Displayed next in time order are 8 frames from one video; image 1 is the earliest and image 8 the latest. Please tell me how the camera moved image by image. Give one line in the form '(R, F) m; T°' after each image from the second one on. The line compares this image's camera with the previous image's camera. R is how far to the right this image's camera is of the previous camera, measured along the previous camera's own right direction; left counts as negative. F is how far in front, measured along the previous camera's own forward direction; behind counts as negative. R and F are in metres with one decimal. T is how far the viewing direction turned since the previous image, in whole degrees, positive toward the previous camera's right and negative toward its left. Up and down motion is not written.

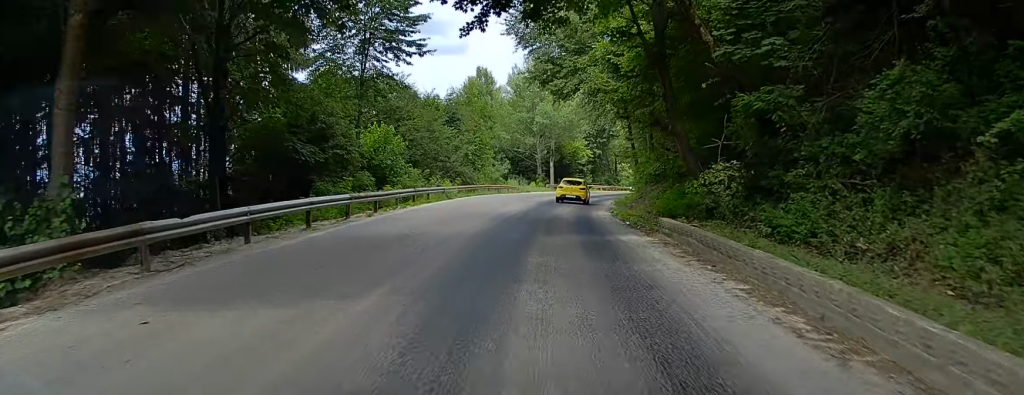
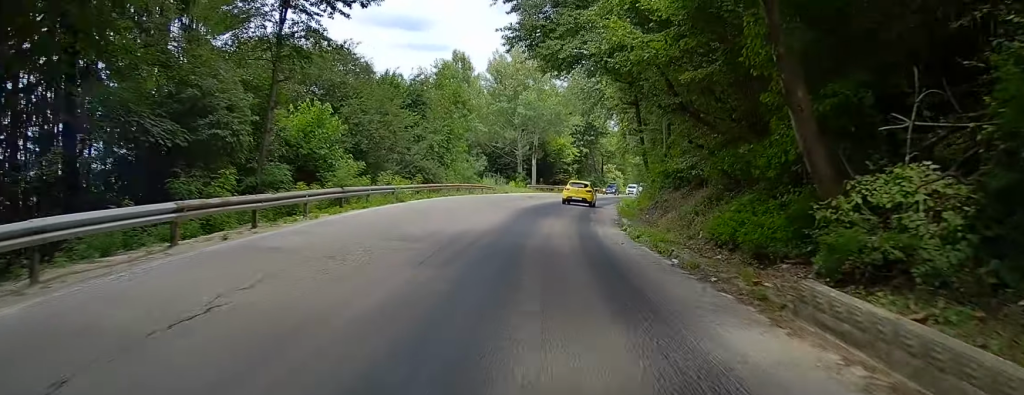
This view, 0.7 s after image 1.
(0.0, +9.8) m; -1°
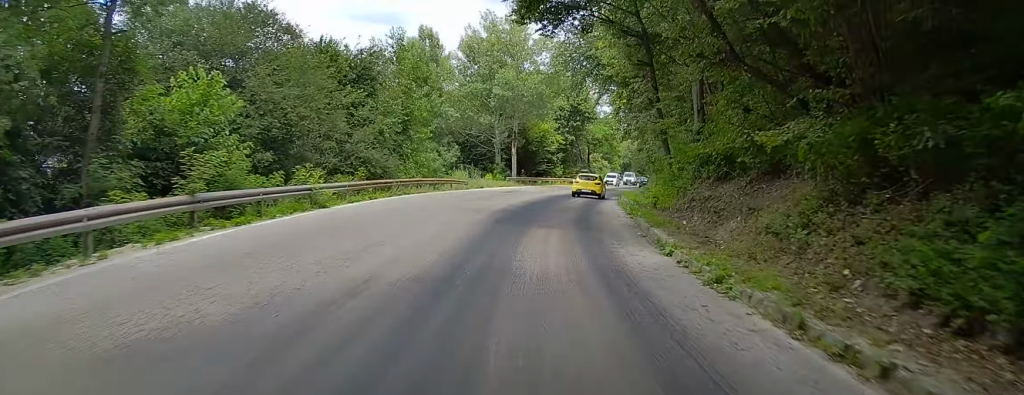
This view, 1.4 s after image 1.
(-0.3, +9.3) m; +1°
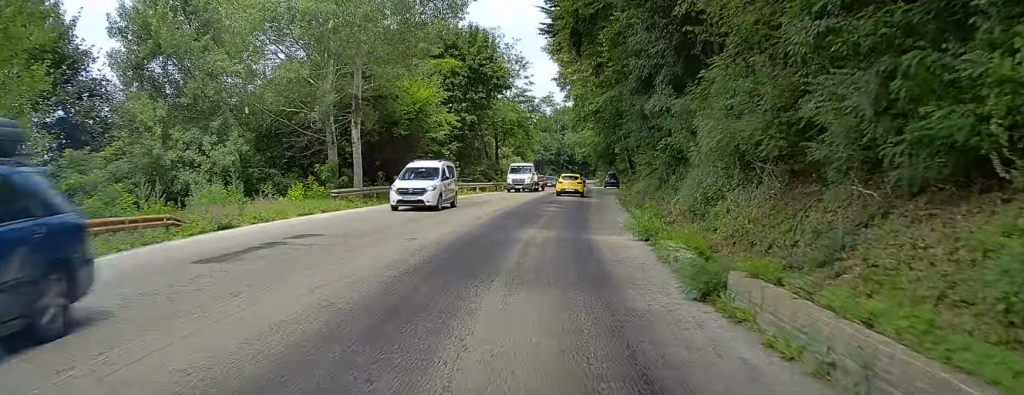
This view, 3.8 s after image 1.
(+5.1, +27.7) m; +24°
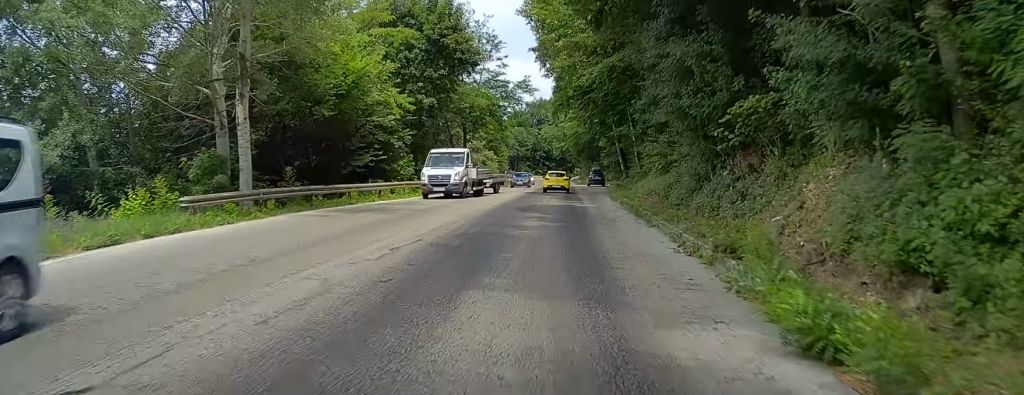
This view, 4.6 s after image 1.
(+1.1, +9.0) m; +1°
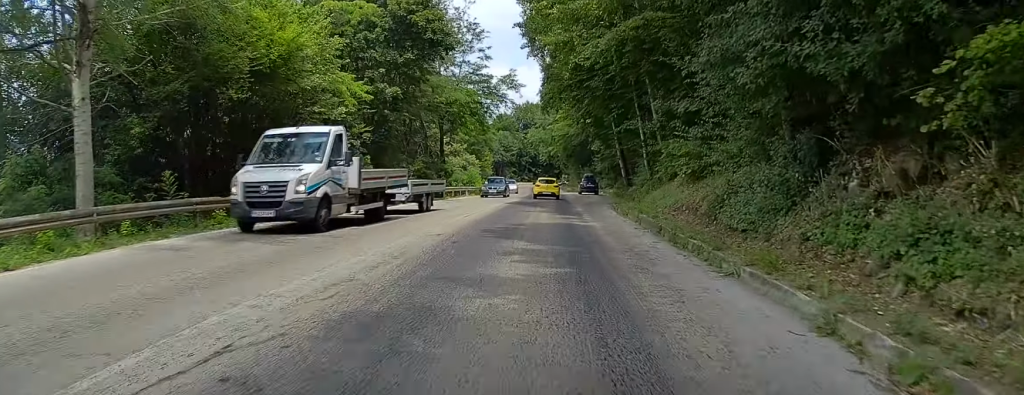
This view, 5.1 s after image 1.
(-0.7, +7.5) m; -2°
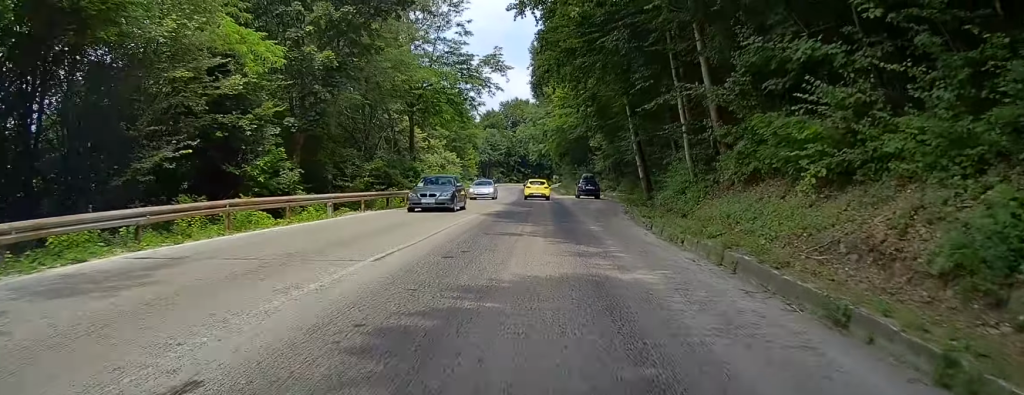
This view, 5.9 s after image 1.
(-0.3, +10.4) m; -2°
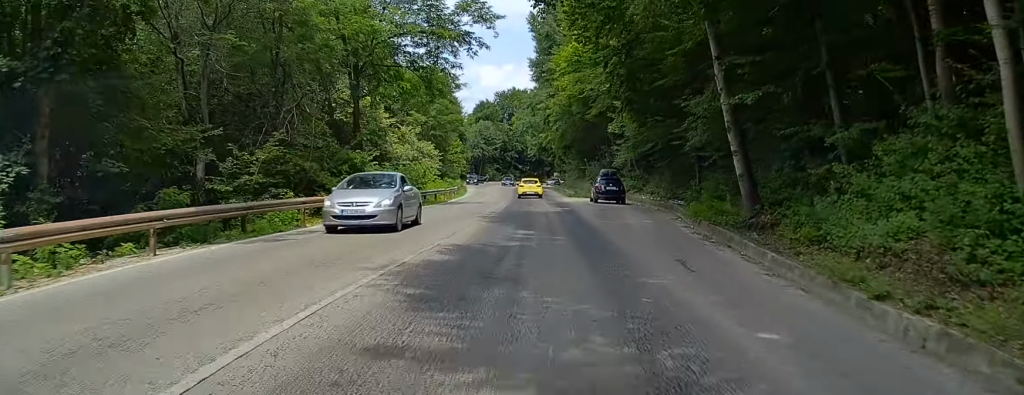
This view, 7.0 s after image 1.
(+0.1, +15.7) m; +2°
